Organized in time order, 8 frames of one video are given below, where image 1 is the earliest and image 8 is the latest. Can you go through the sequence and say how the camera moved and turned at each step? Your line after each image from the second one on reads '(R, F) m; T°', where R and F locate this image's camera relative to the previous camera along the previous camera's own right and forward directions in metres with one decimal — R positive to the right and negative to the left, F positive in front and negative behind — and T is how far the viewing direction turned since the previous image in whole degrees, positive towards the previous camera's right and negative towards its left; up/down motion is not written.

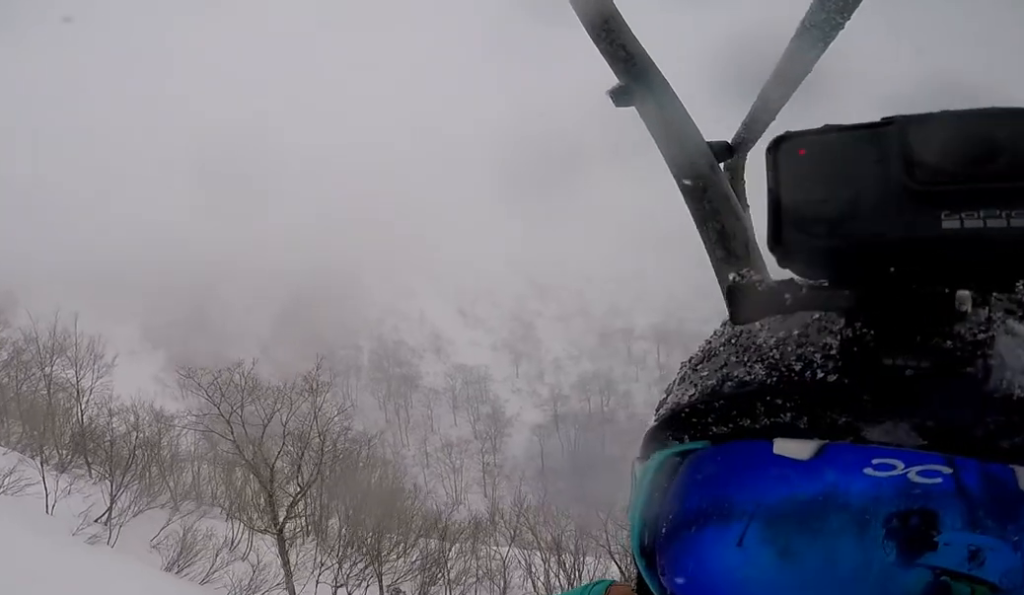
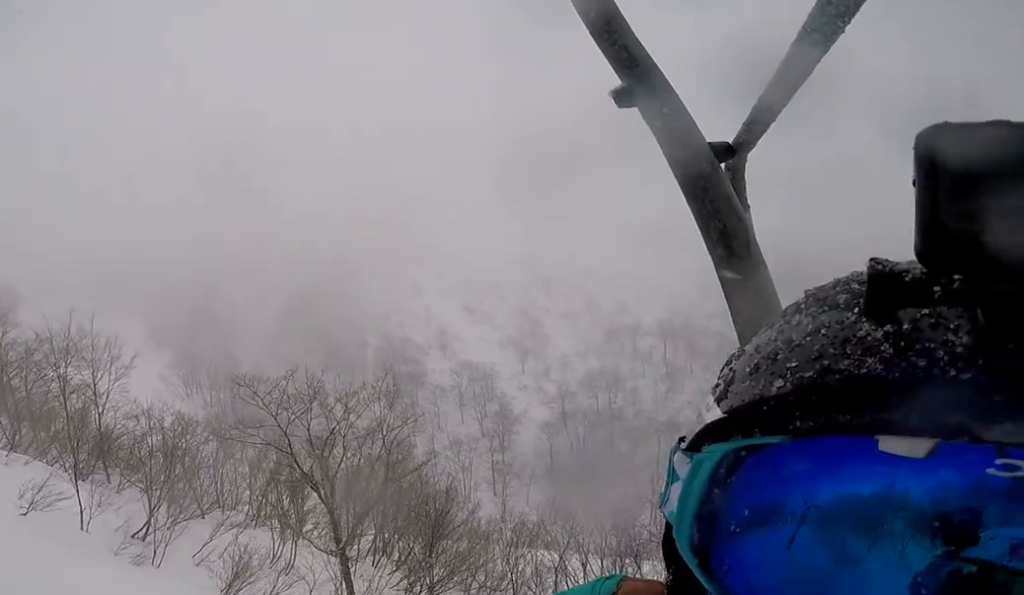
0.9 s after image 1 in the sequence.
(+1.4, +1.7) m; 0°
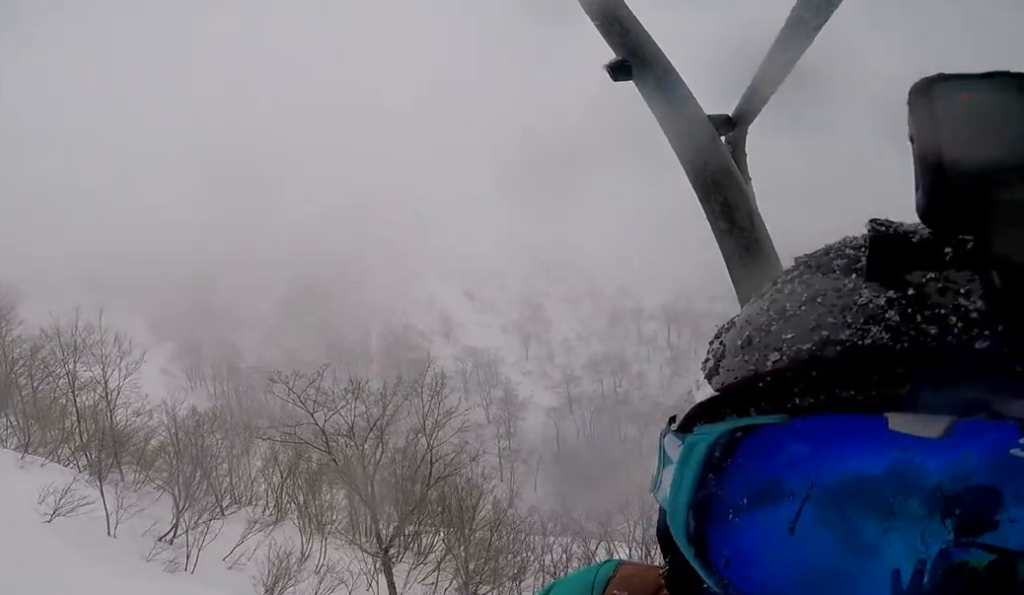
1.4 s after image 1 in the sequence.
(-0.4, +1.1) m; 0°
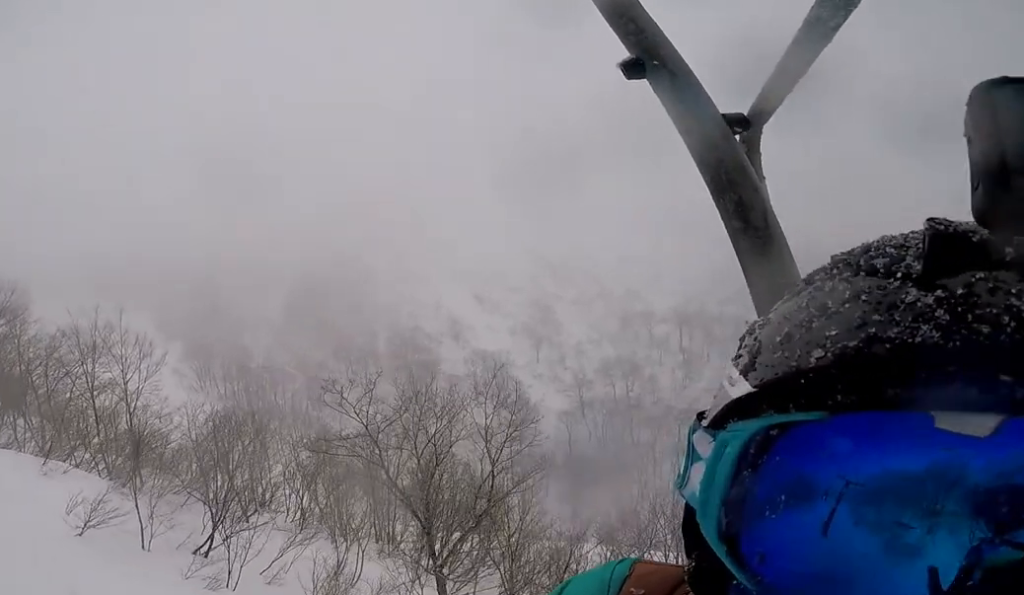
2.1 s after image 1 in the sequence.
(-1.1, +1.4) m; 0°
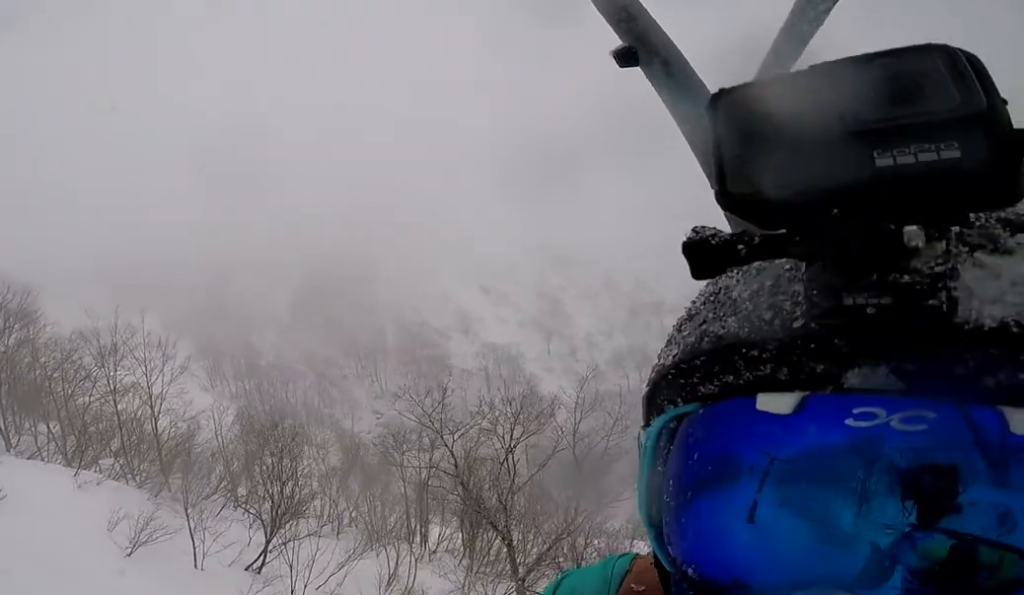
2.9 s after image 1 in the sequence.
(+1.4, +1.4) m; 0°
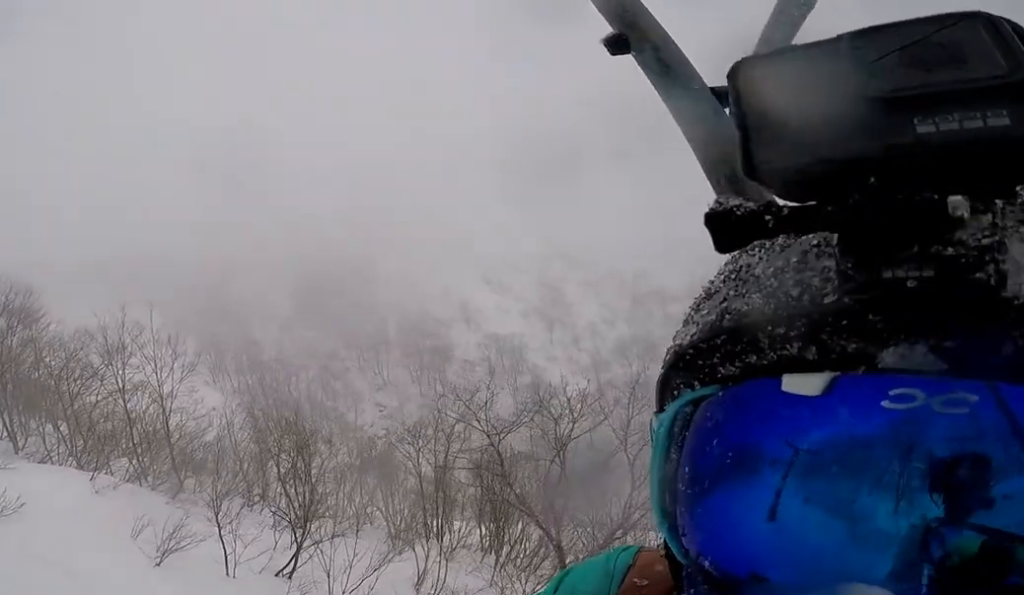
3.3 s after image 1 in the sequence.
(-0.1, +0.9) m; 0°
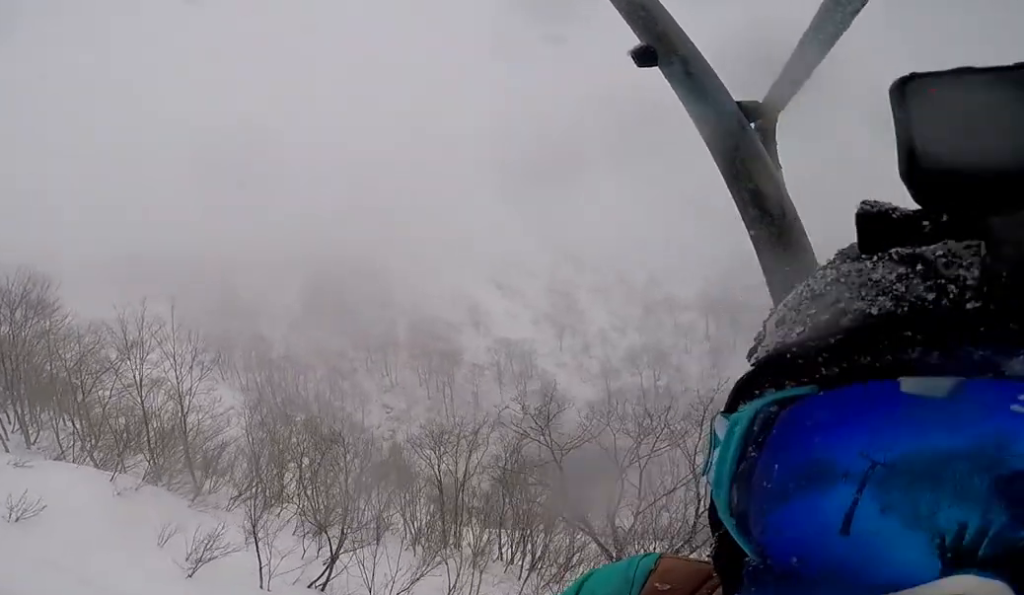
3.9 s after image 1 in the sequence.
(-1.0, +1.2) m; 0°
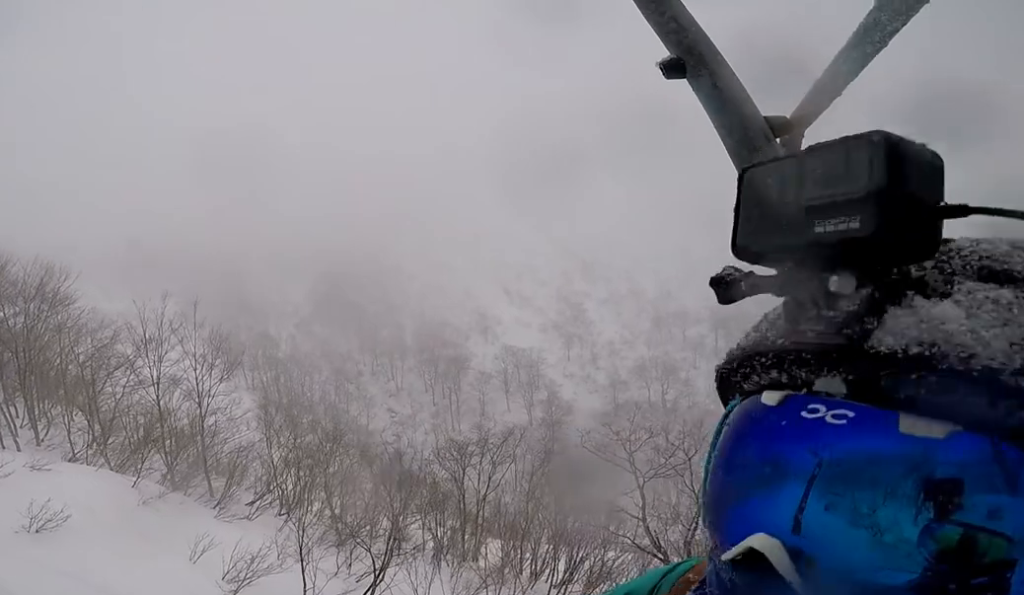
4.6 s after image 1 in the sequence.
(+0.6, +1.3) m; +1°
